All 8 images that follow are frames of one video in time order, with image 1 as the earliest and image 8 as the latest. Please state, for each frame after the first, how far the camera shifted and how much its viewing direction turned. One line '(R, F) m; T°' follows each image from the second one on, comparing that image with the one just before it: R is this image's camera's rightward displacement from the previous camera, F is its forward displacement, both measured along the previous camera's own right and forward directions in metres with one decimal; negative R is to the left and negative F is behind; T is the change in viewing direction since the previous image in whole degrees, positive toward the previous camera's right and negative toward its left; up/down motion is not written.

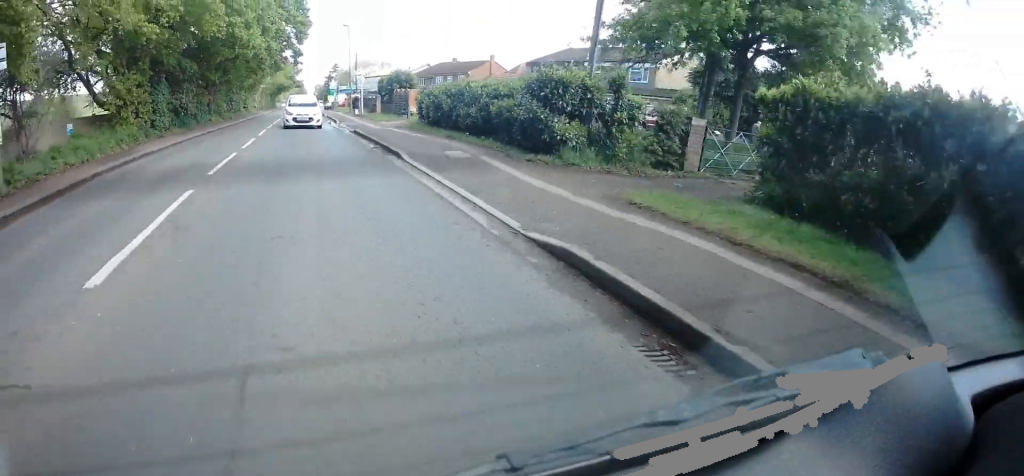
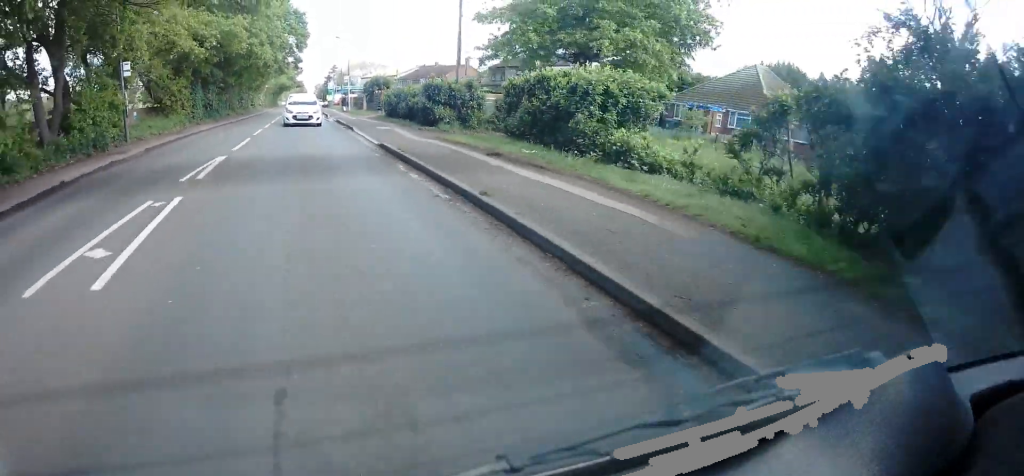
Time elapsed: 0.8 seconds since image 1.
(0.0, +10.4) m; 0°
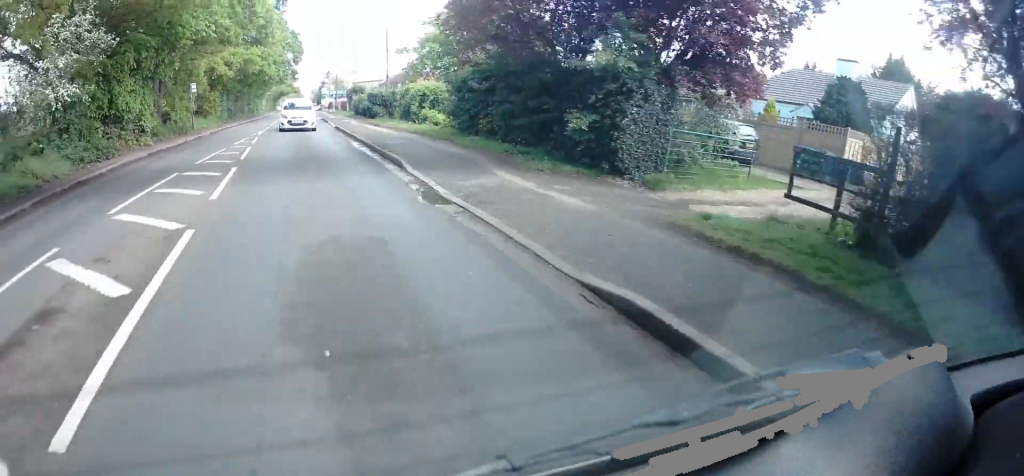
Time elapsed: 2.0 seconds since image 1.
(0.0, +15.9) m; +1°
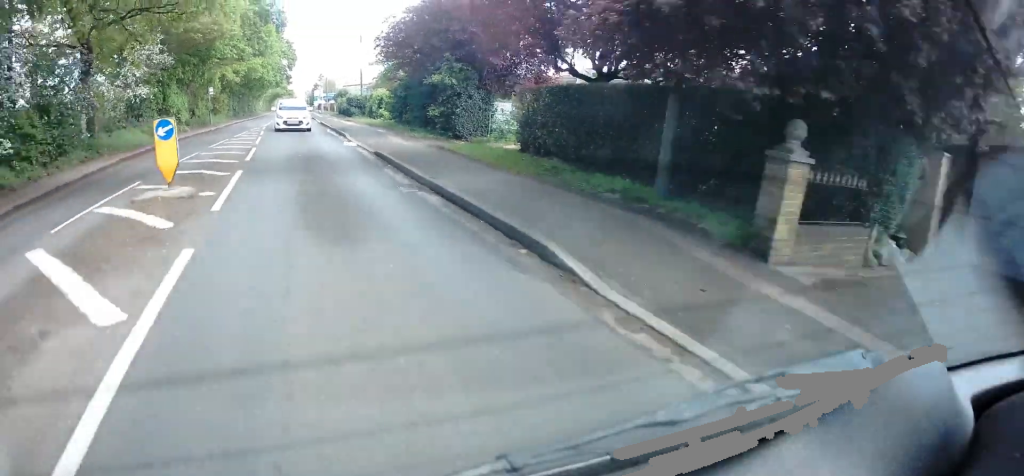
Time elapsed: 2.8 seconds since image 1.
(+0.3, +10.7) m; +1°
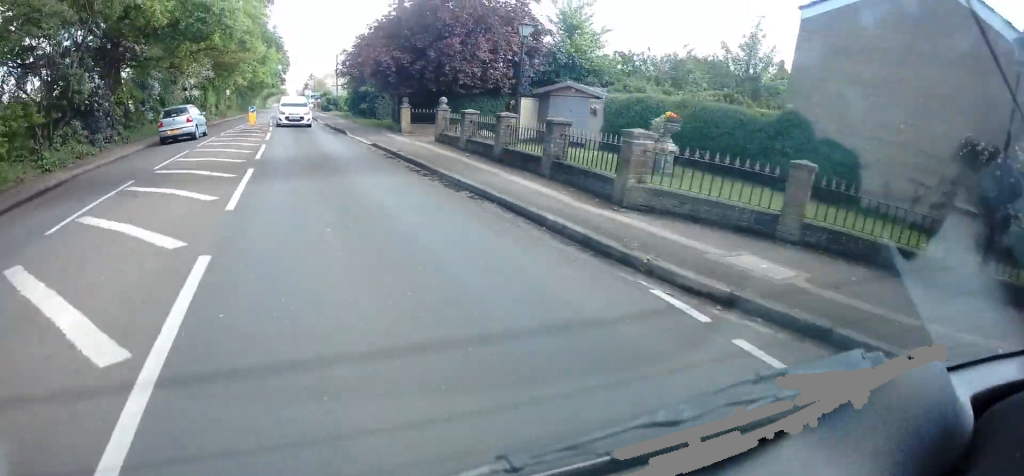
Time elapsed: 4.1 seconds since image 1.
(+0.1, +17.7) m; +1°
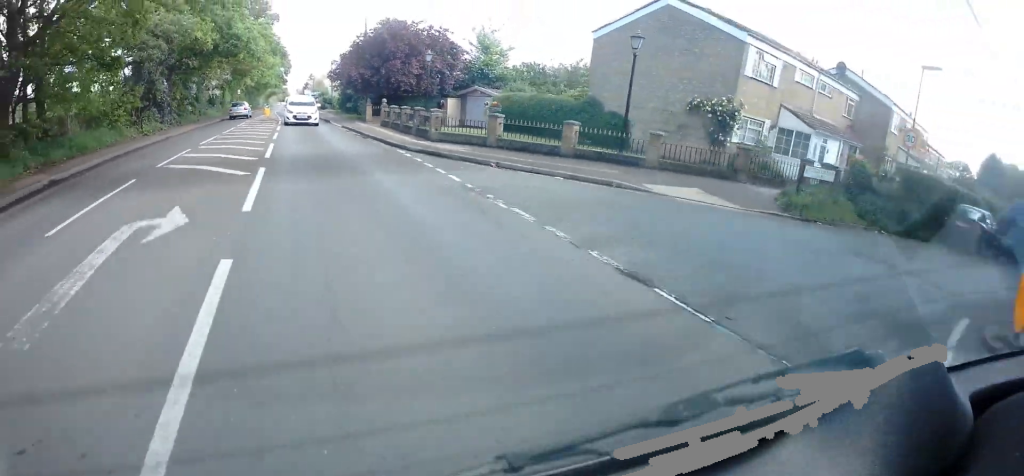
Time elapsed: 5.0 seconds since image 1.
(0.0, +11.3) m; 0°
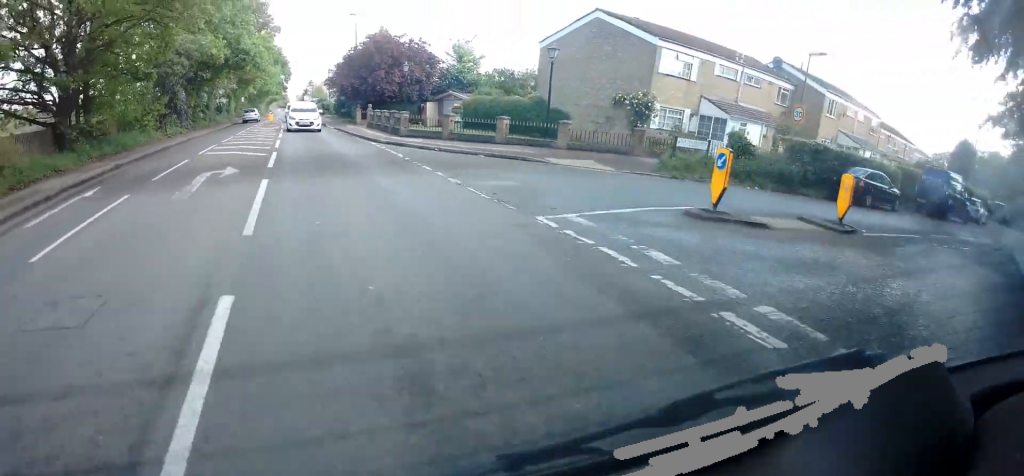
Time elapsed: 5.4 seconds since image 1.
(0.0, +5.8) m; -1°
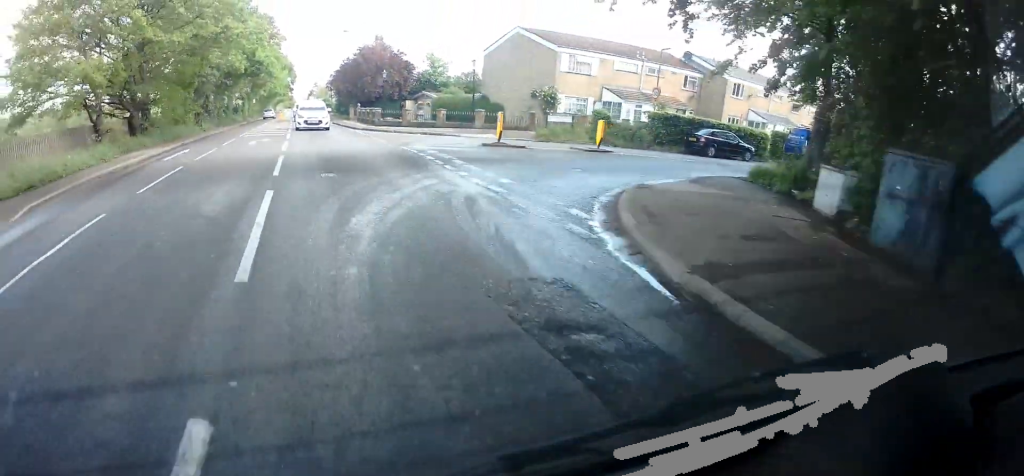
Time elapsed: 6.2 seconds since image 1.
(-0.1, +10.1) m; -1°
